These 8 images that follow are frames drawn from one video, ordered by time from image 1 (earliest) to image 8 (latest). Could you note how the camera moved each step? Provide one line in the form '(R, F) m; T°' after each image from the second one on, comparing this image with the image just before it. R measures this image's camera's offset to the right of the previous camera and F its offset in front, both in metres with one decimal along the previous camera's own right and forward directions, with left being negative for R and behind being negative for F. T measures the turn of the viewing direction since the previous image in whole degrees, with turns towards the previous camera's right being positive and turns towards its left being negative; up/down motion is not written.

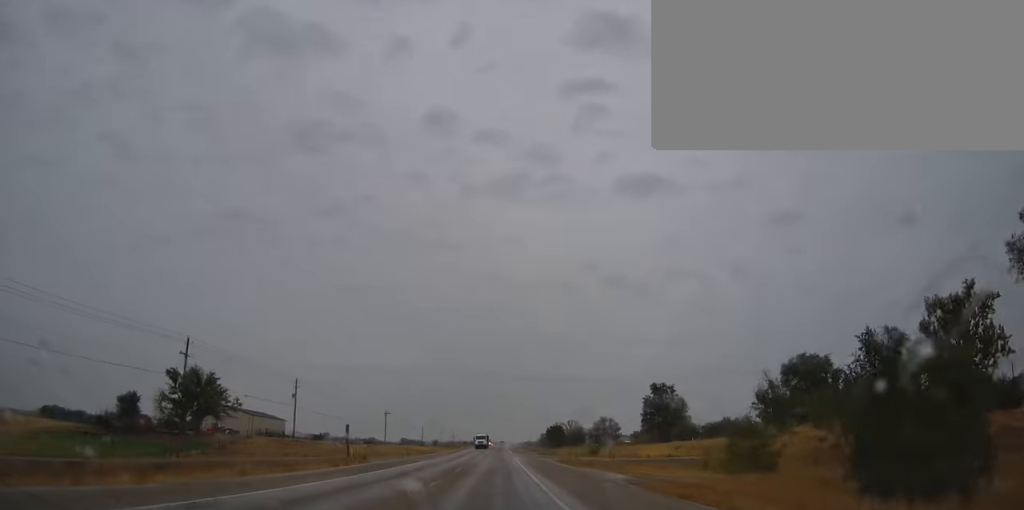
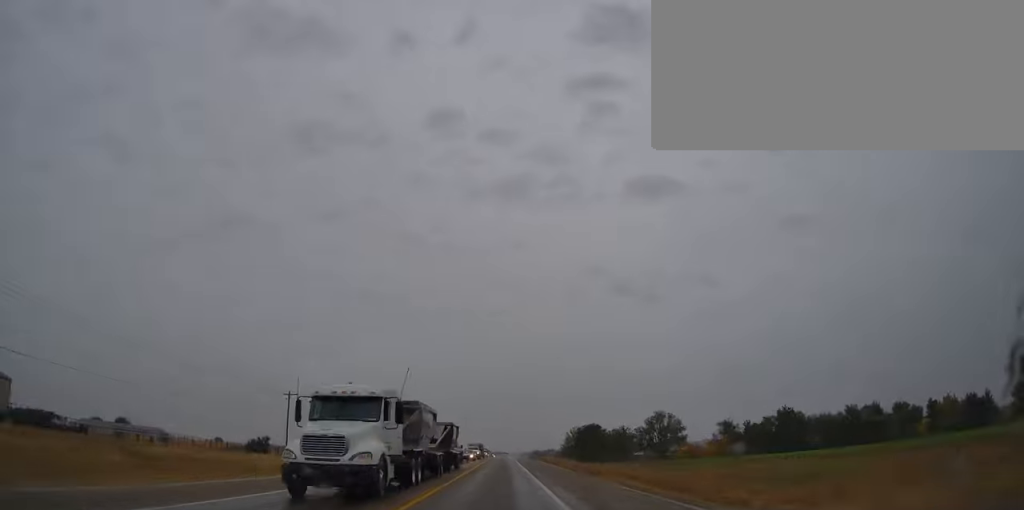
(-0.4, +92.2) m; -1°
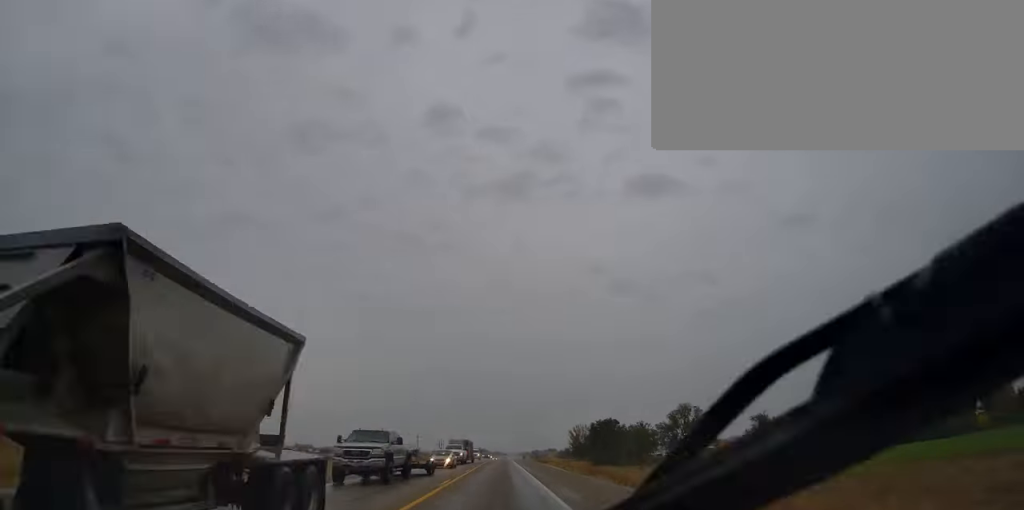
(-0.2, +26.4) m; 0°
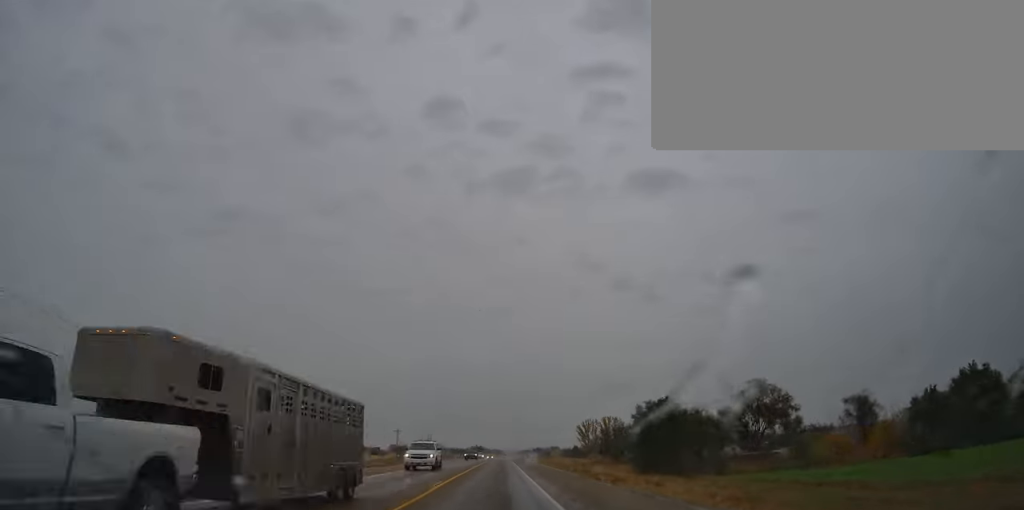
(+0.1, +47.3) m; +1°
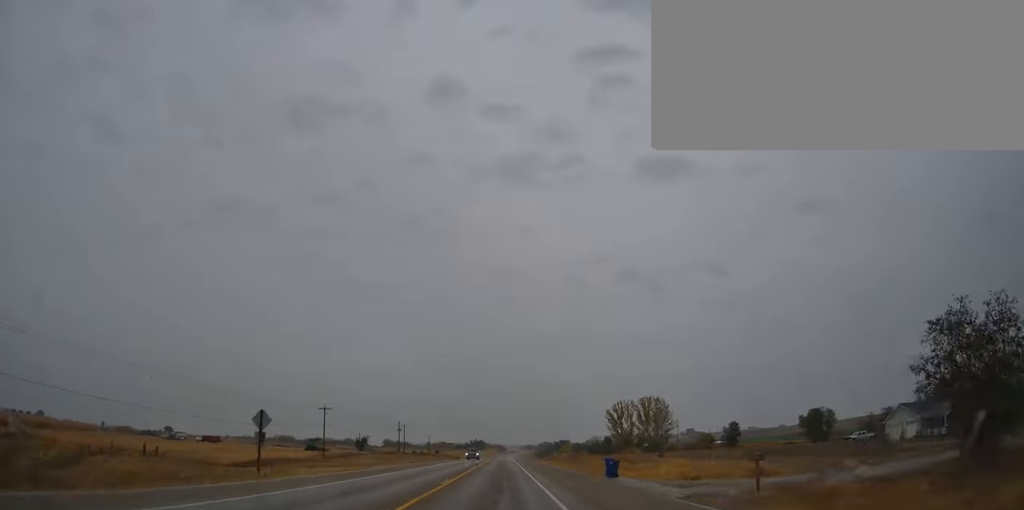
(+0.5, +89.8) m; 0°
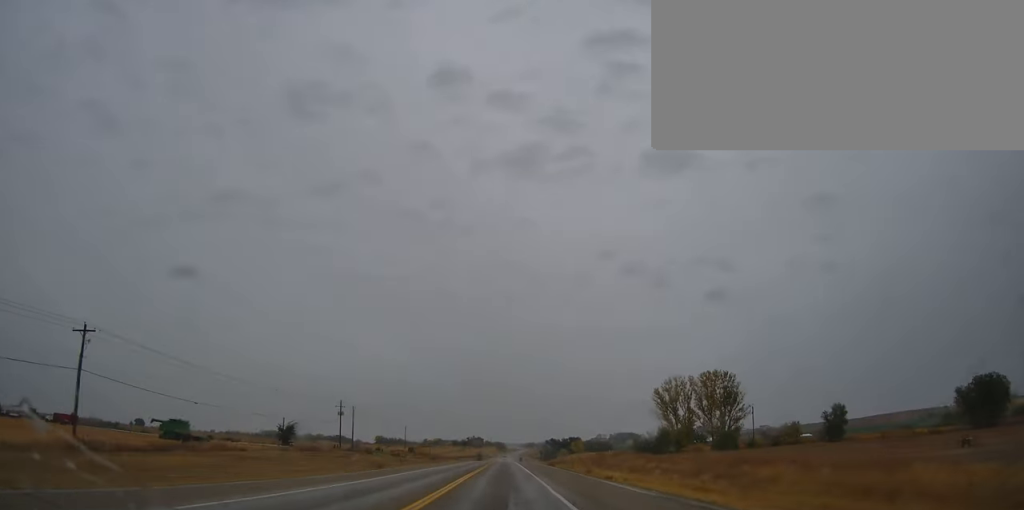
(-0.2, +77.0) m; 0°
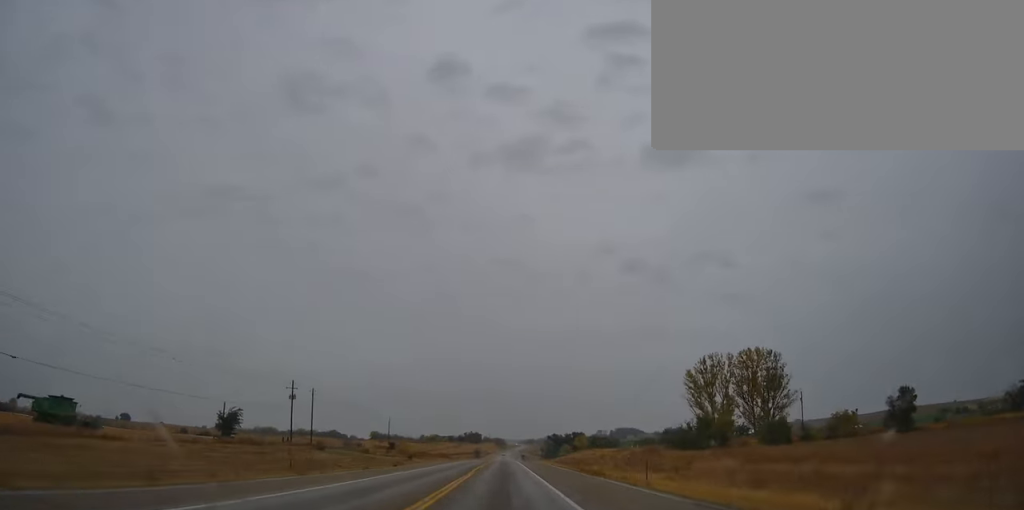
(0.0, +31.0) m; 0°
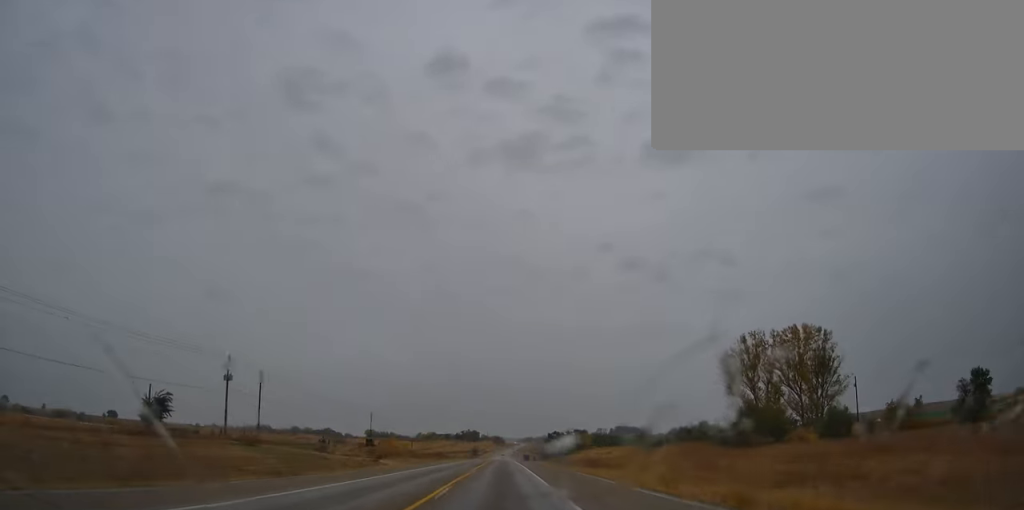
(-0.1, +25.2) m; 0°
